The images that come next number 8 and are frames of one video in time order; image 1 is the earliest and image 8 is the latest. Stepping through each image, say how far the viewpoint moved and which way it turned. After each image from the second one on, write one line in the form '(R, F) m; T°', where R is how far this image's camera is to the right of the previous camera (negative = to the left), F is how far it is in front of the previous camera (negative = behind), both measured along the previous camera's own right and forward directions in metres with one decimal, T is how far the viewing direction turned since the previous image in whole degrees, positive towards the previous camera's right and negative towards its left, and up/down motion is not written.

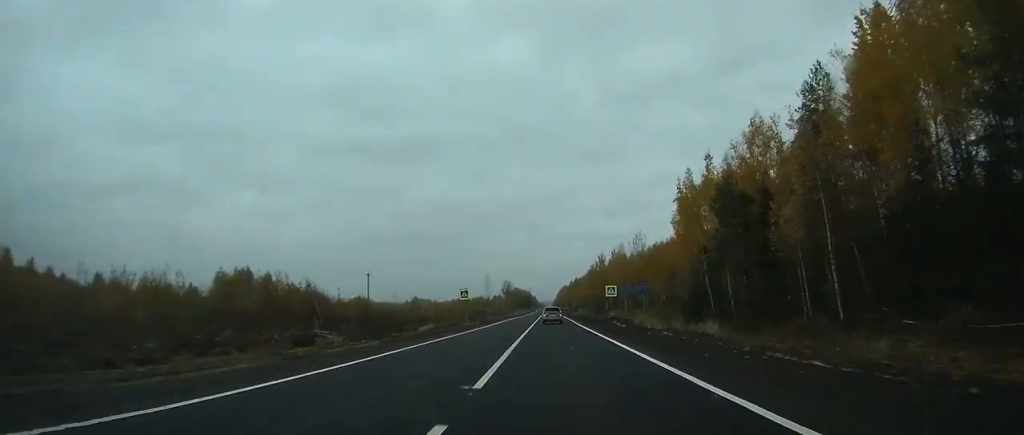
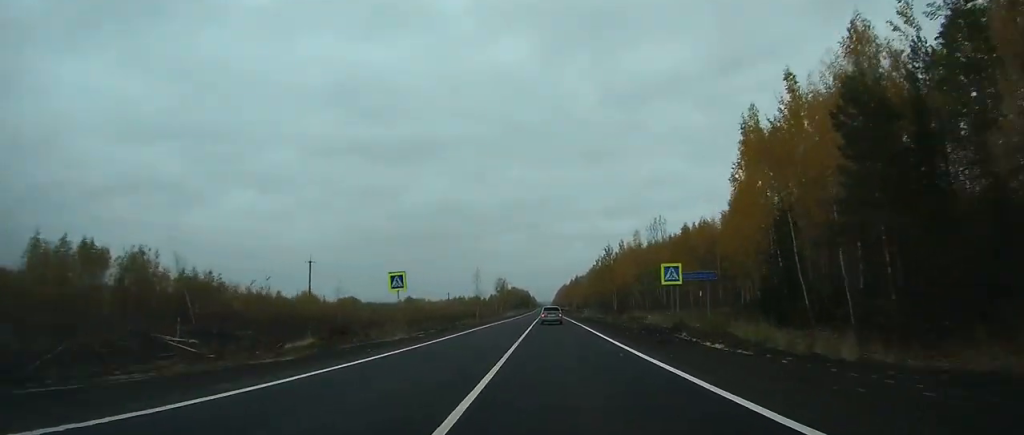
(0.0, +23.7) m; 0°
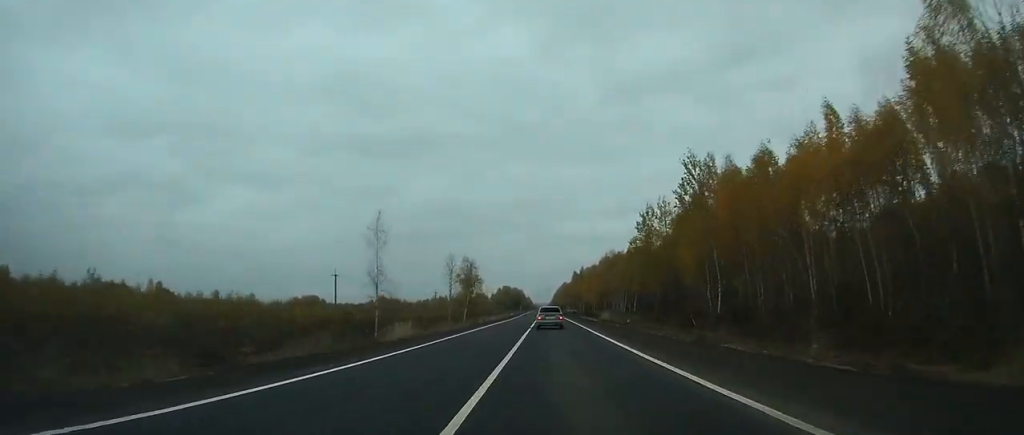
(+0.1, +98.2) m; 0°
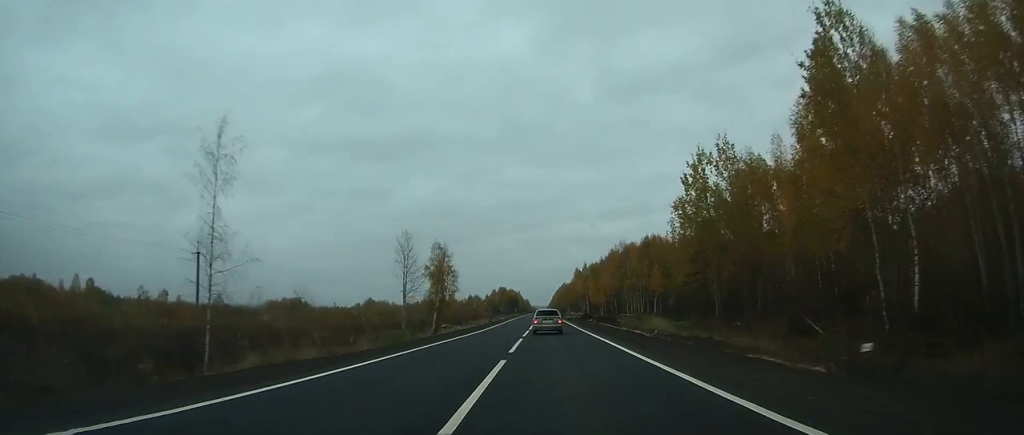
(0.0, +35.7) m; 0°
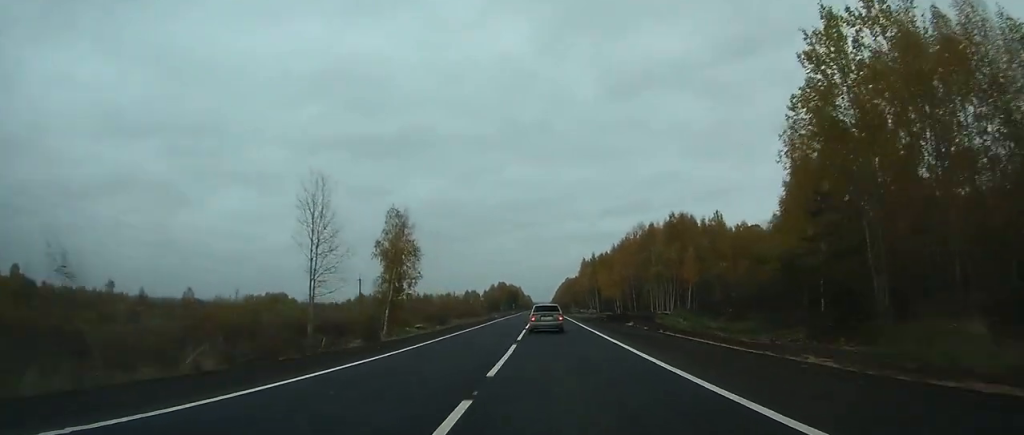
(0.0, +31.1) m; 0°
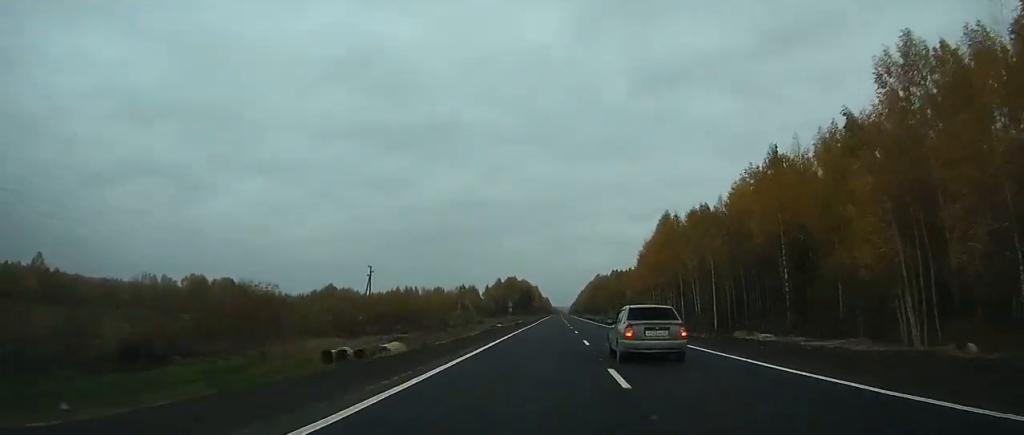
(-0.9, +106.8) m; -1°
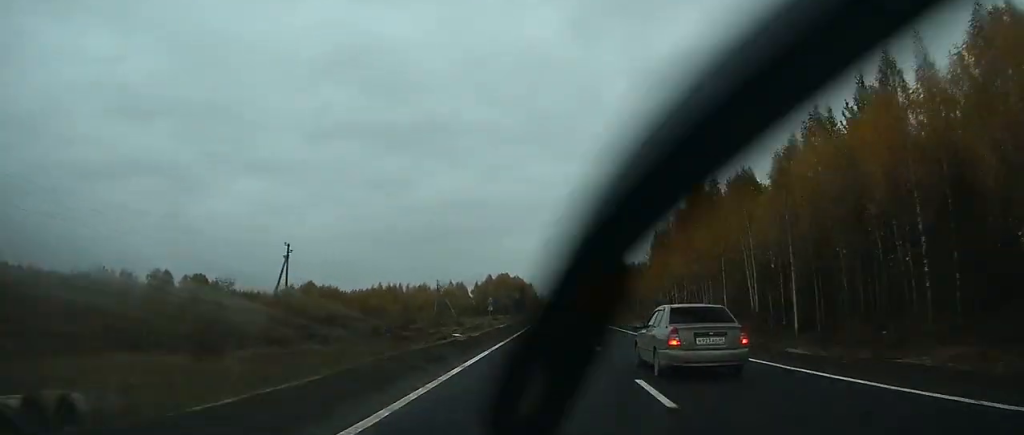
(0.0, +24.8) m; 0°
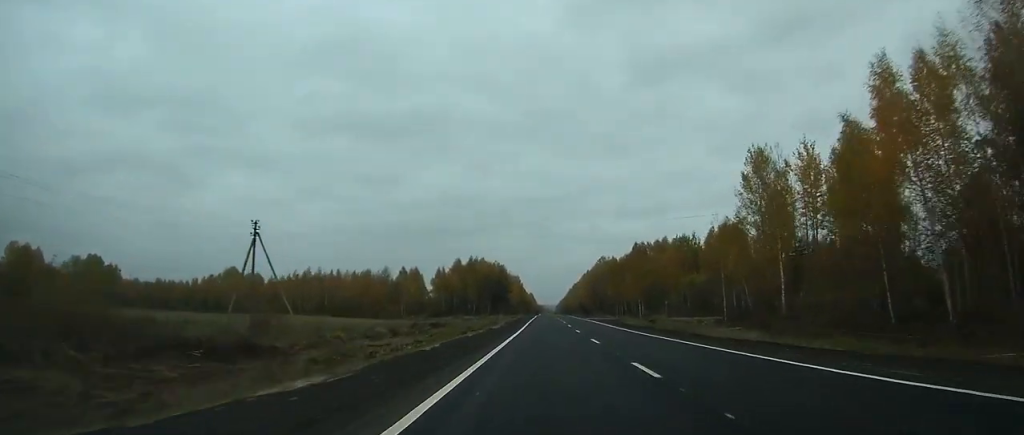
(+0.6, +83.4) m; +1°
